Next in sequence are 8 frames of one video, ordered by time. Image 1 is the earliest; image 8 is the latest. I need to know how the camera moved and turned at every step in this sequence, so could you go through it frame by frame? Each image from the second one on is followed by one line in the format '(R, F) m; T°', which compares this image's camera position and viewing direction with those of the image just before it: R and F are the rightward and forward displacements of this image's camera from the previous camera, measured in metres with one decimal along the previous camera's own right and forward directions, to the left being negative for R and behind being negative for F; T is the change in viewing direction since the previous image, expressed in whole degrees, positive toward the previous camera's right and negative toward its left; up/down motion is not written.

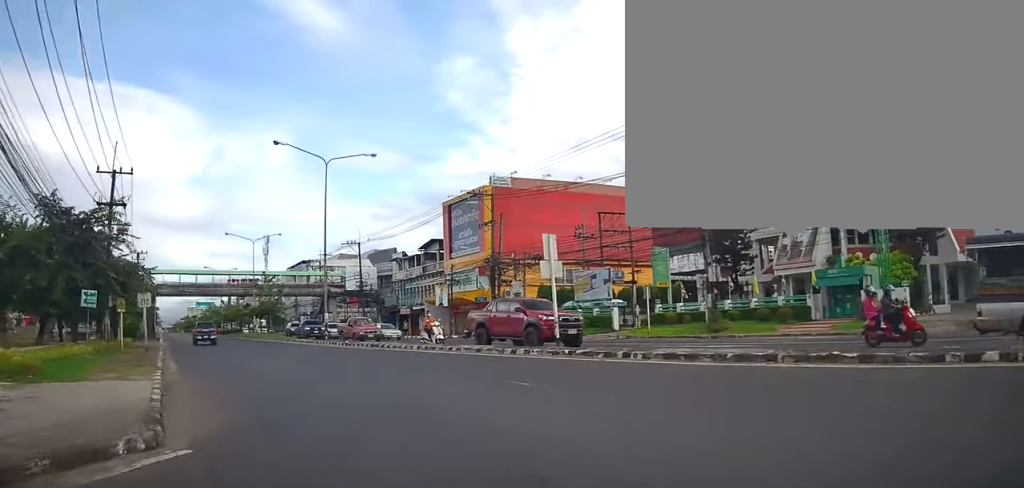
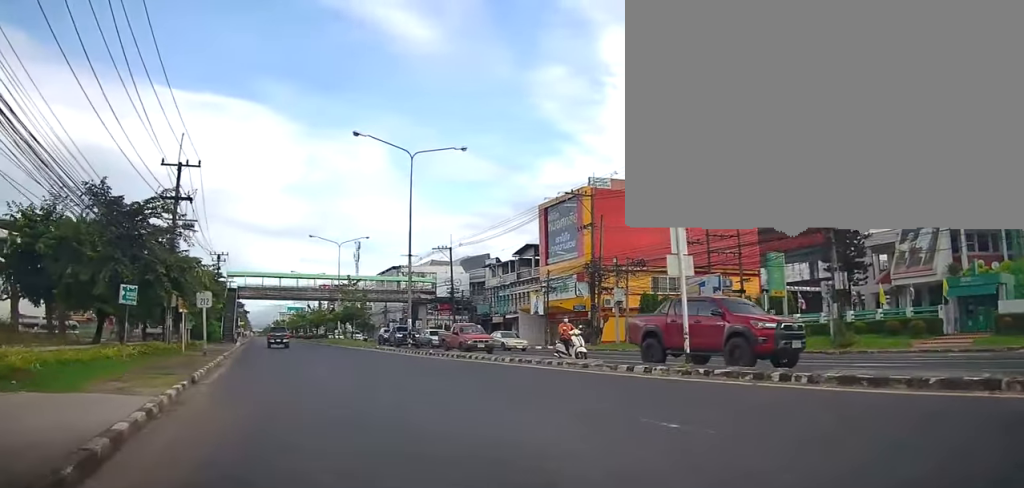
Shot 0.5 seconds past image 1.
(-0.6, +3.2) m; -9°
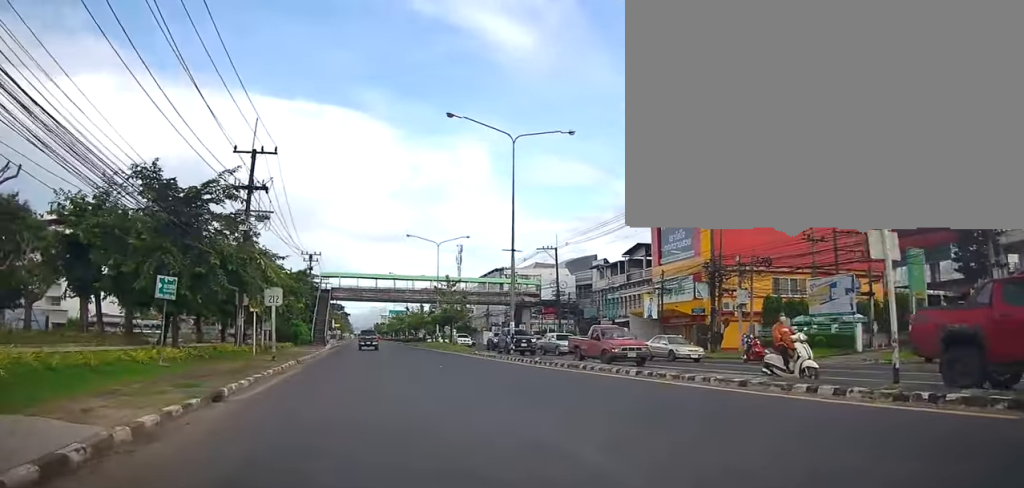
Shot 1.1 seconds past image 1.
(-0.1, +3.9) m; -5°
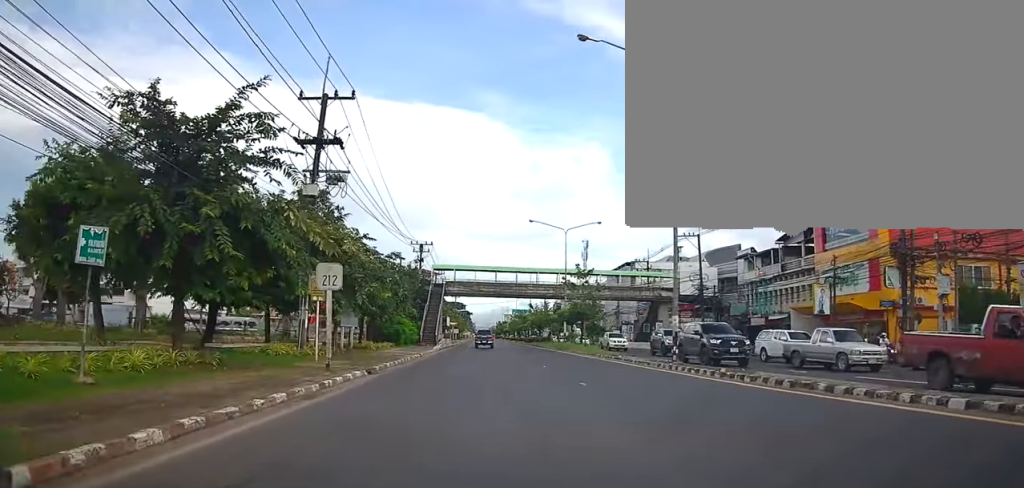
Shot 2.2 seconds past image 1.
(-0.5, +8.0) m; -7°
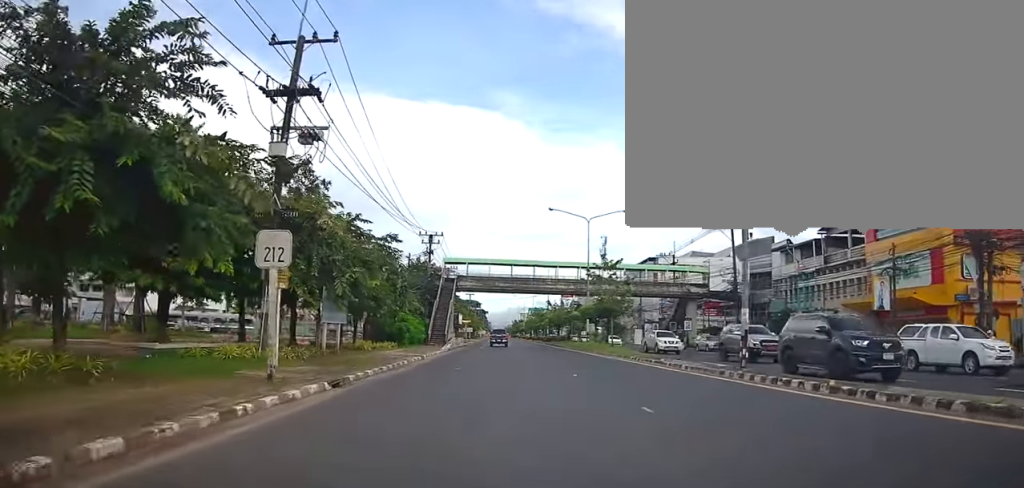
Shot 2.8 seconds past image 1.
(-0.2, +4.9) m; -3°
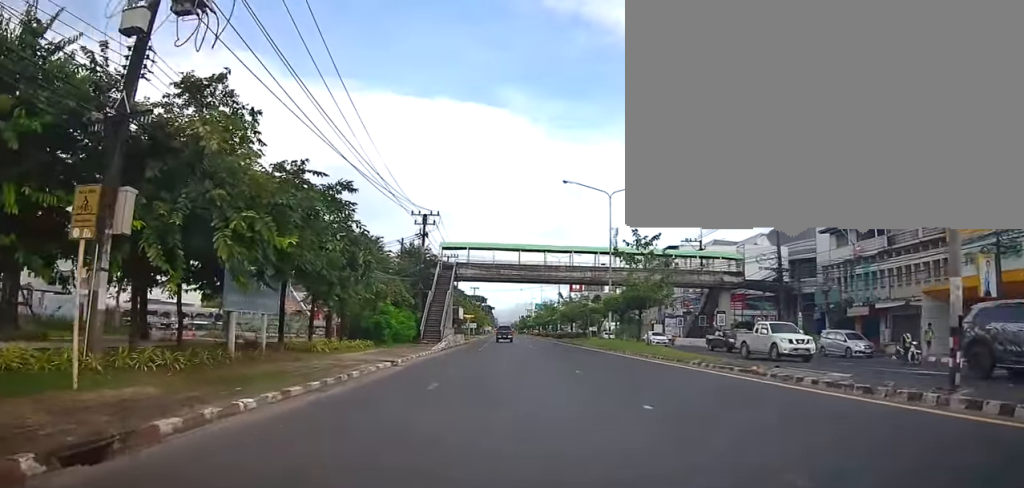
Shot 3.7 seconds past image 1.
(0.0, +8.1) m; -4°
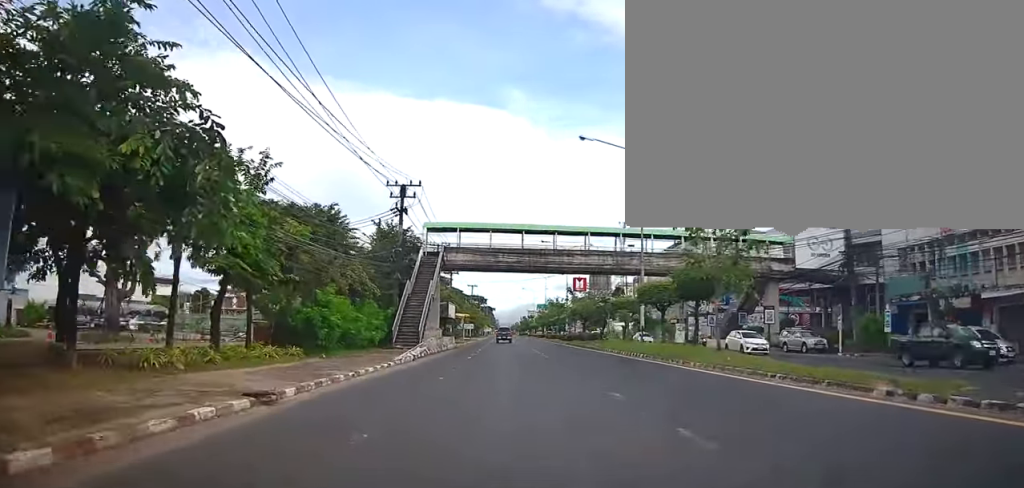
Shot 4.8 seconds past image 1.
(-0.5, +10.2) m; +1°
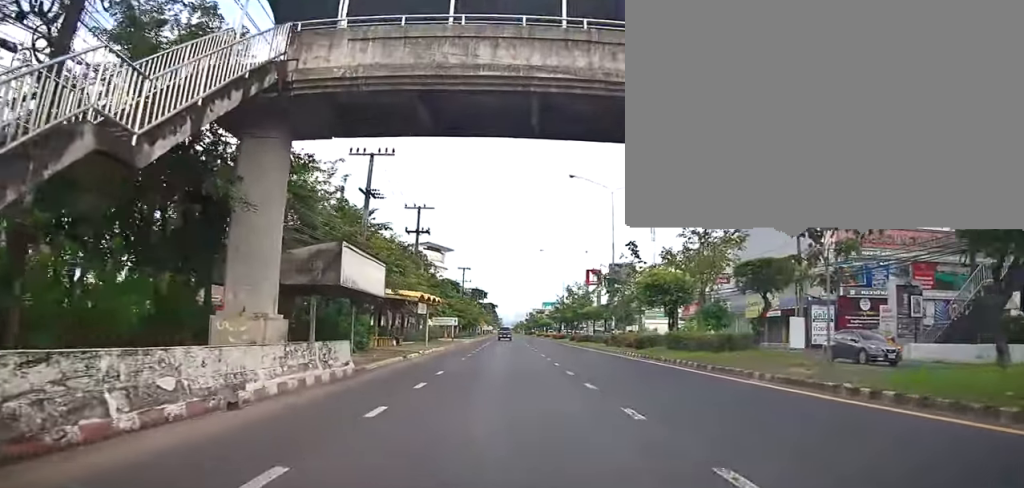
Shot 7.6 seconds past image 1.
(-0.5, +30.2) m; -3°
